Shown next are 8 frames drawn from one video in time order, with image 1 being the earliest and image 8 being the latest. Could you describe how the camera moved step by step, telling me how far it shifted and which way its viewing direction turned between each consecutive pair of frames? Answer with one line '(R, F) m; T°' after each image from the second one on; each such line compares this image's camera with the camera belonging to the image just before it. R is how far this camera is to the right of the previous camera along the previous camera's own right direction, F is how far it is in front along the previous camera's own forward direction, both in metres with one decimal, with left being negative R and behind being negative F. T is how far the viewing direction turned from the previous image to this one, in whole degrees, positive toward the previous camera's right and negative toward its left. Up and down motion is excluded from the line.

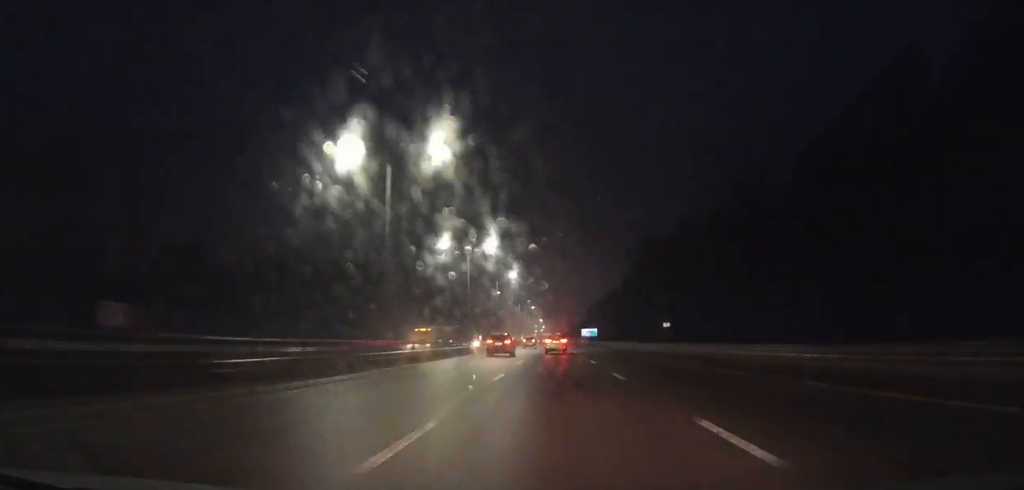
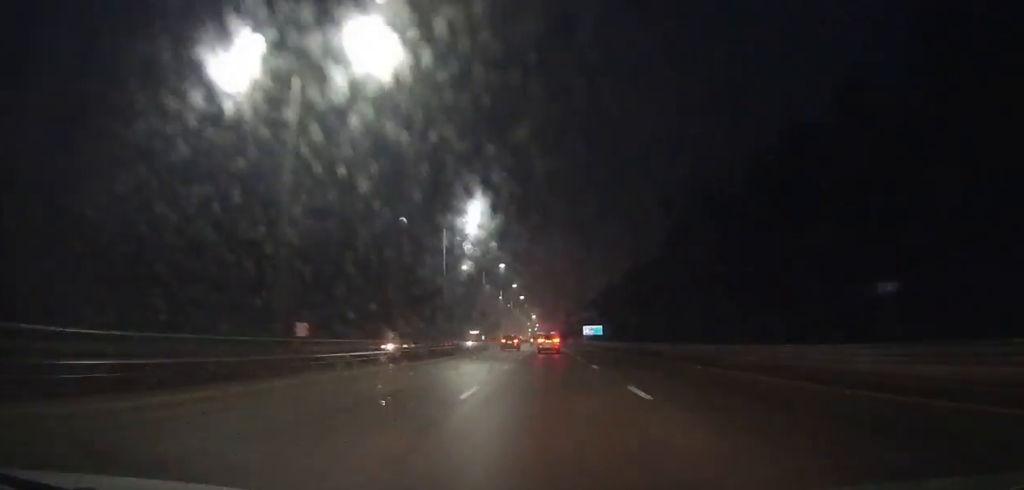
(+0.1, +40.6) m; 0°
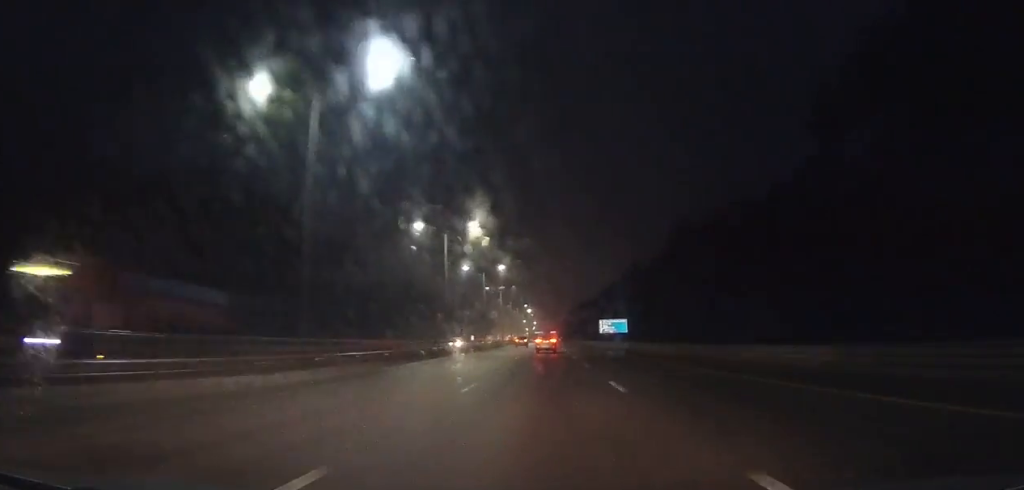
(-0.1, +59.2) m; 0°
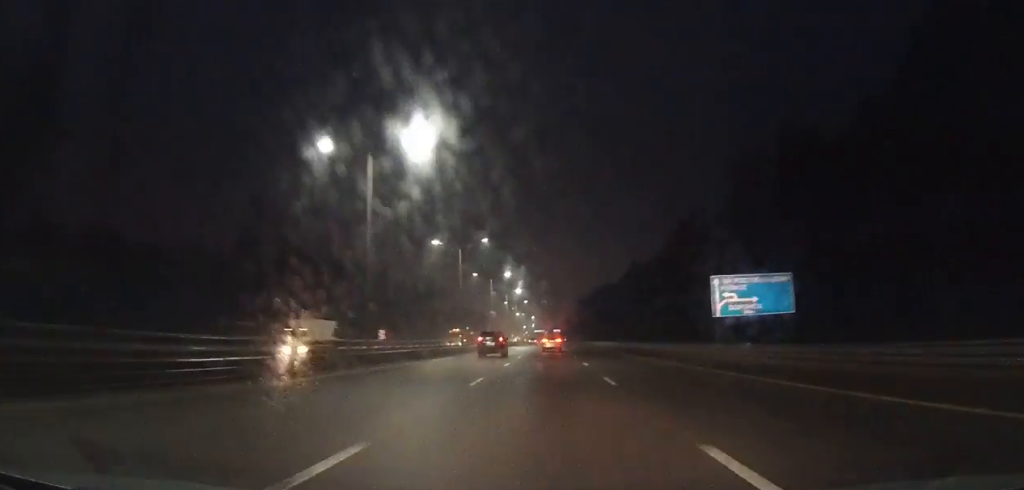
(-0.1, +82.4) m; 0°
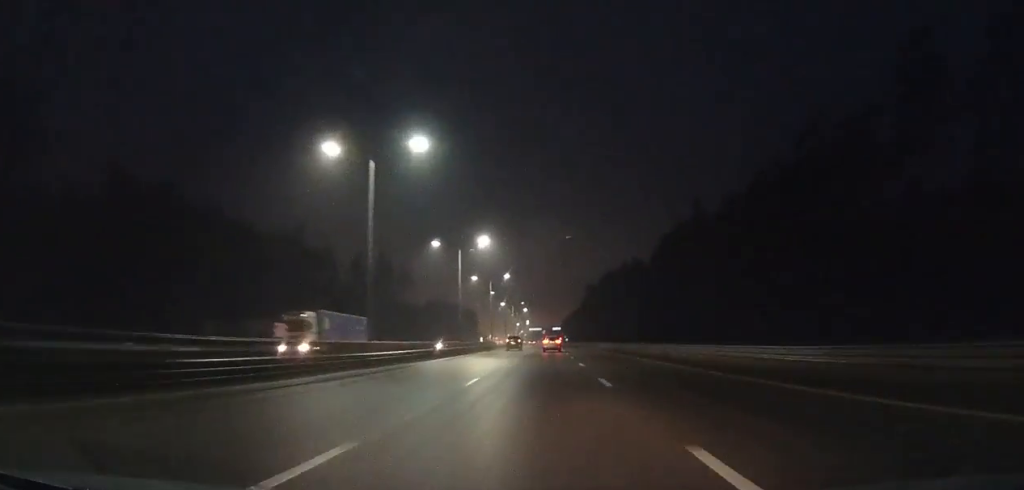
(-0.2, +61.3) m; 0°
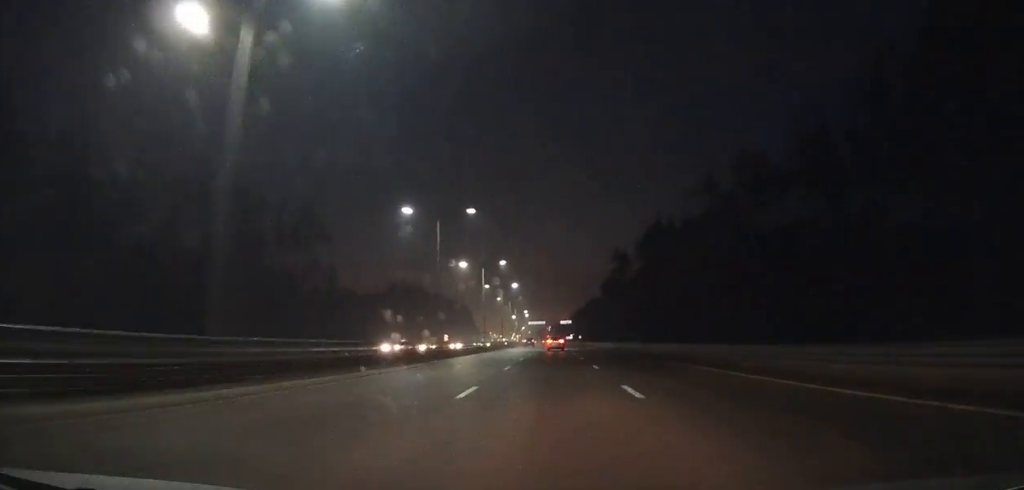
(-0.4, +75.9) m; 0°
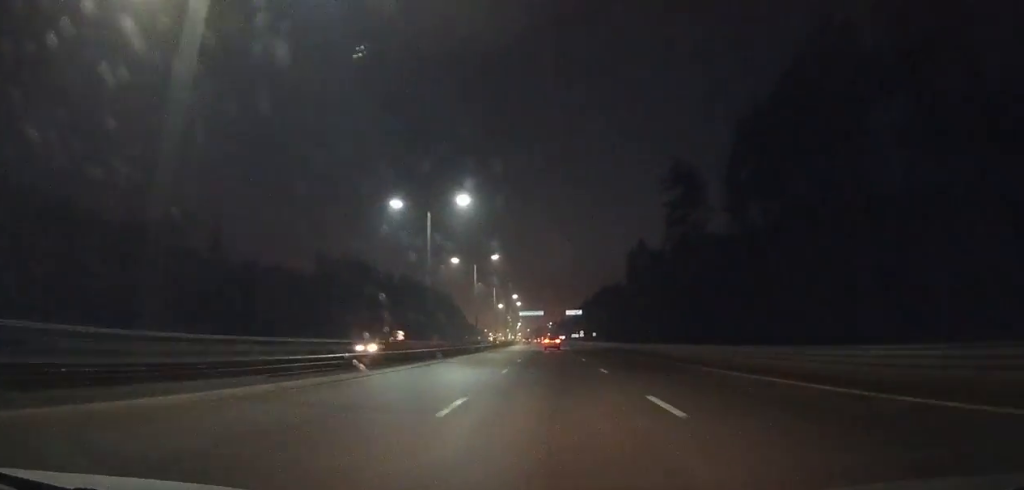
(+0.1, +62.4) m; 0°
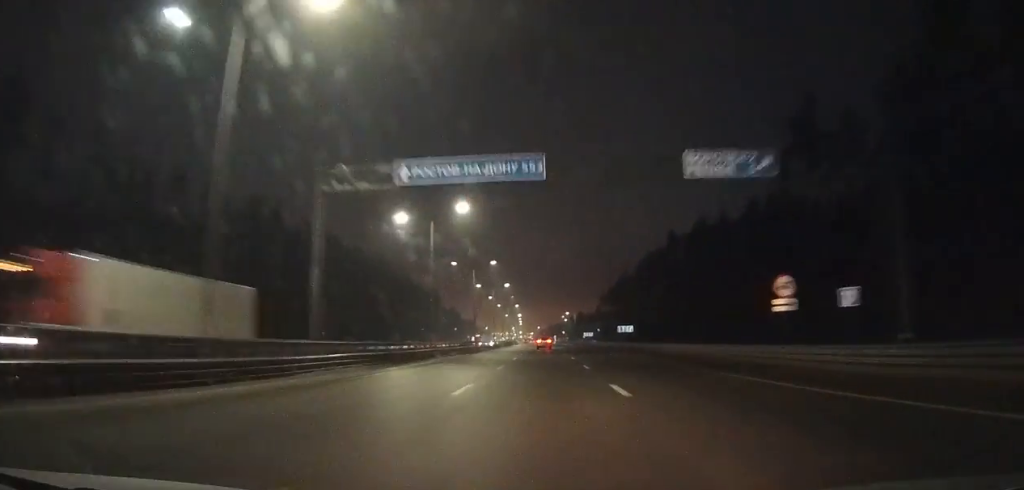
(-0.9, +116.8) m; -1°
